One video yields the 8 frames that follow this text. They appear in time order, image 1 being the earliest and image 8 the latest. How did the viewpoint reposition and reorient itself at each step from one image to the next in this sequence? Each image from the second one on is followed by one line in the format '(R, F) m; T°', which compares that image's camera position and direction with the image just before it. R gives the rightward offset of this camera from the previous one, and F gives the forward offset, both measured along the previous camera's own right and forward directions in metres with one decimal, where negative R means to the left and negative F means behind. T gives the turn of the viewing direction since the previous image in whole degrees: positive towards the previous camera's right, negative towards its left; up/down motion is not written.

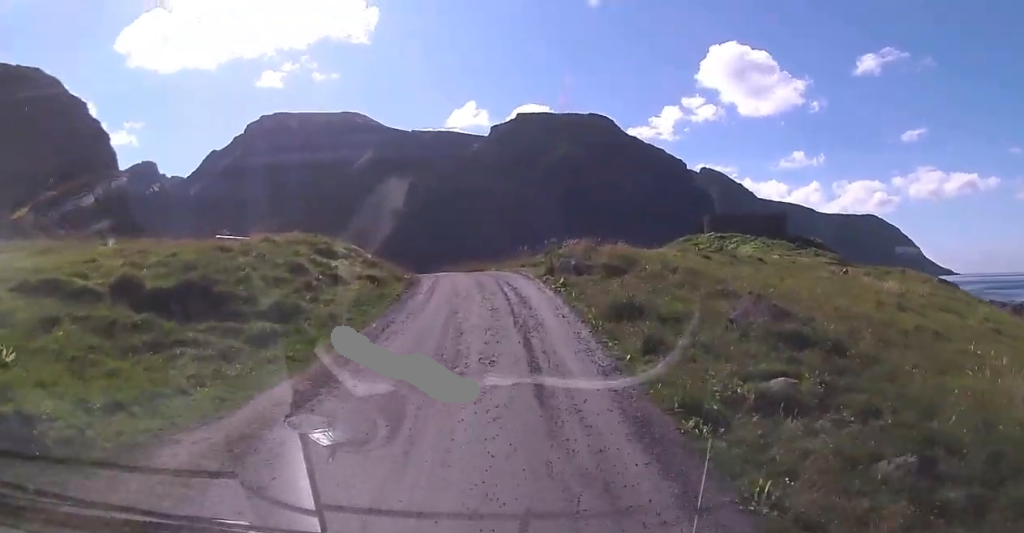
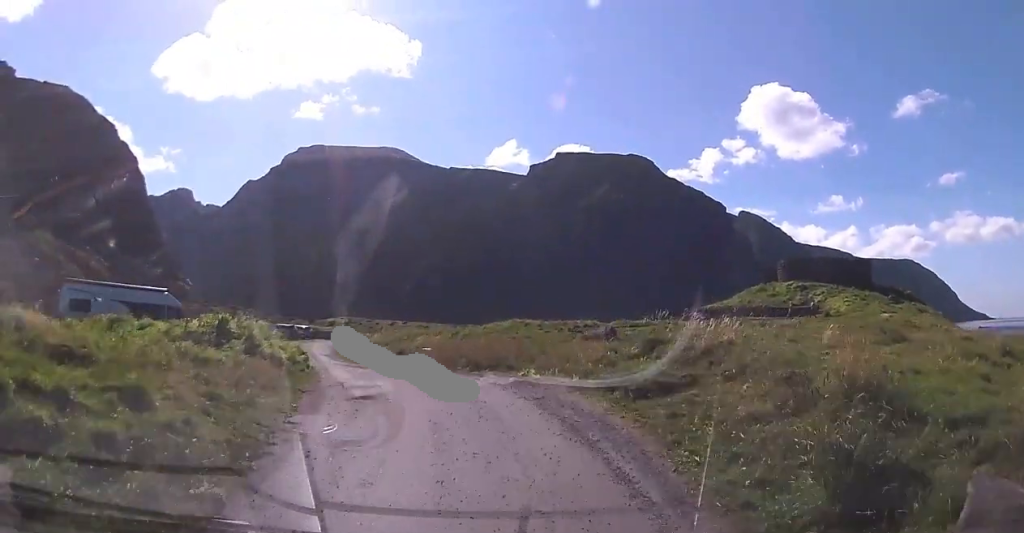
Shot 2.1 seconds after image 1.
(-0.9, +19.4) m; -6°
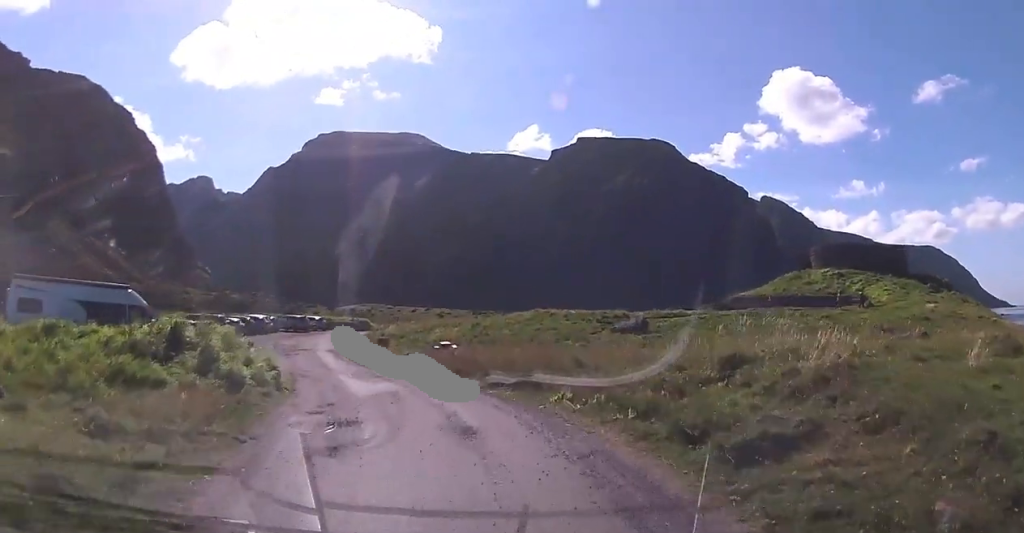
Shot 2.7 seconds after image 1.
(-0.2, +4.2) m; -3°
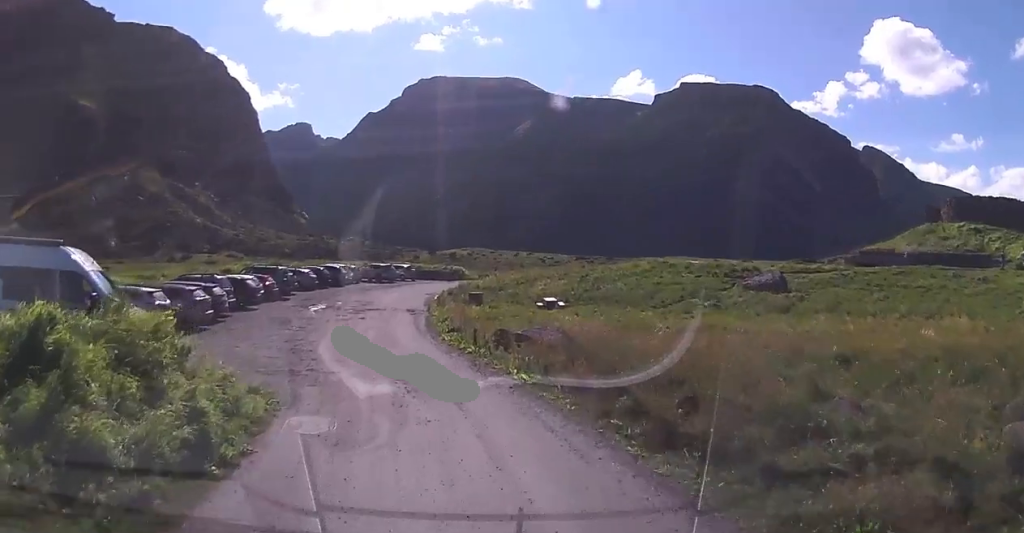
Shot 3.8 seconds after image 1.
(-0.5, +8.2) m; -7°
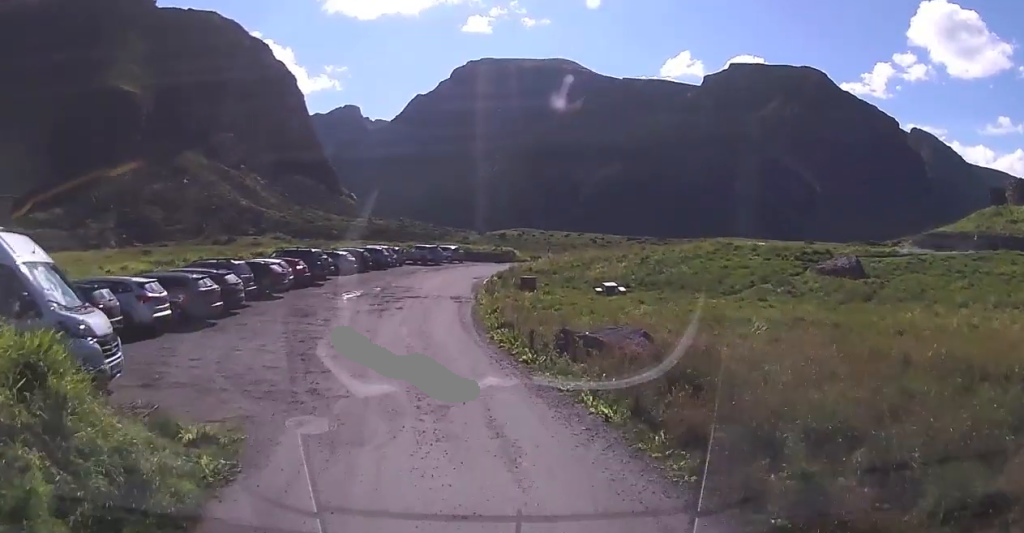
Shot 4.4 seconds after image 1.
(-0.1, +3.9) m; -3°
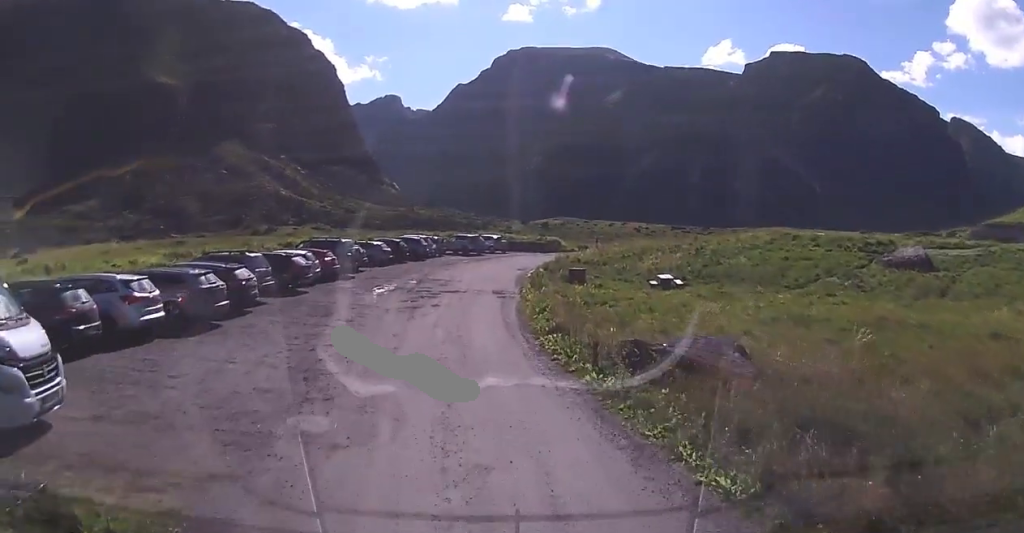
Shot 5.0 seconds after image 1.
(0.0, +3.3) m; -3°
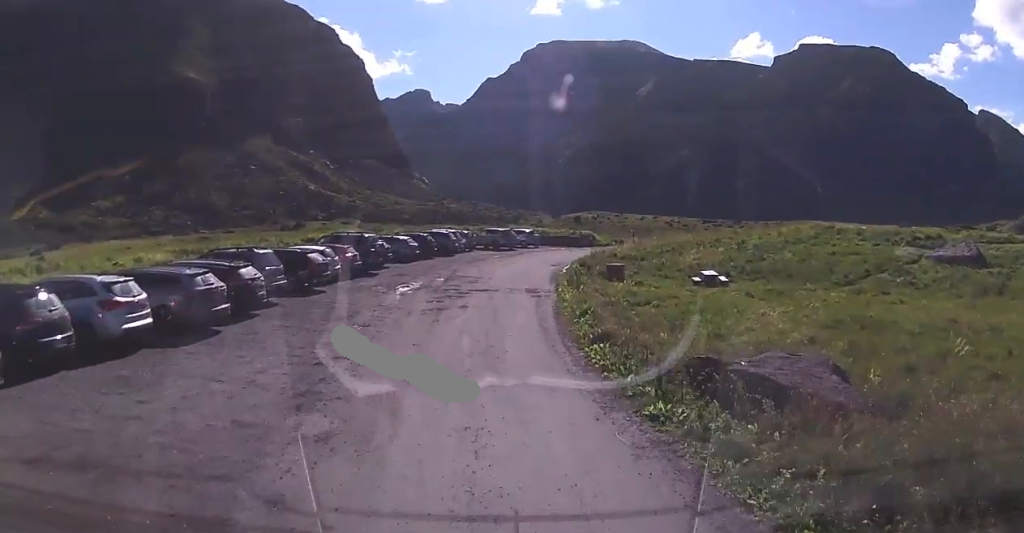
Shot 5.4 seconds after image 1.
(-0.1, +2.4) m; -4°
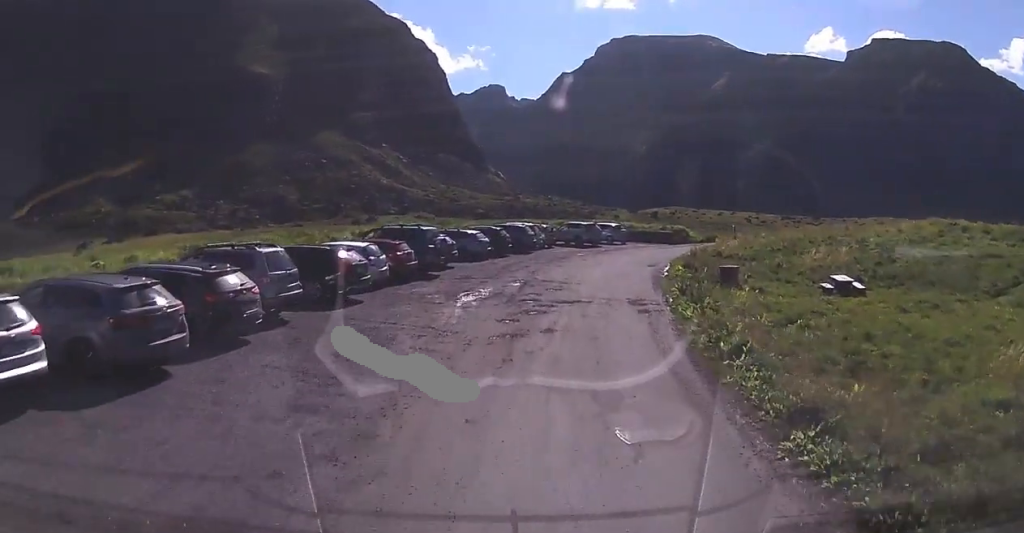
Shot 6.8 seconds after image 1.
(-0.9, +6.6) m; -10°
